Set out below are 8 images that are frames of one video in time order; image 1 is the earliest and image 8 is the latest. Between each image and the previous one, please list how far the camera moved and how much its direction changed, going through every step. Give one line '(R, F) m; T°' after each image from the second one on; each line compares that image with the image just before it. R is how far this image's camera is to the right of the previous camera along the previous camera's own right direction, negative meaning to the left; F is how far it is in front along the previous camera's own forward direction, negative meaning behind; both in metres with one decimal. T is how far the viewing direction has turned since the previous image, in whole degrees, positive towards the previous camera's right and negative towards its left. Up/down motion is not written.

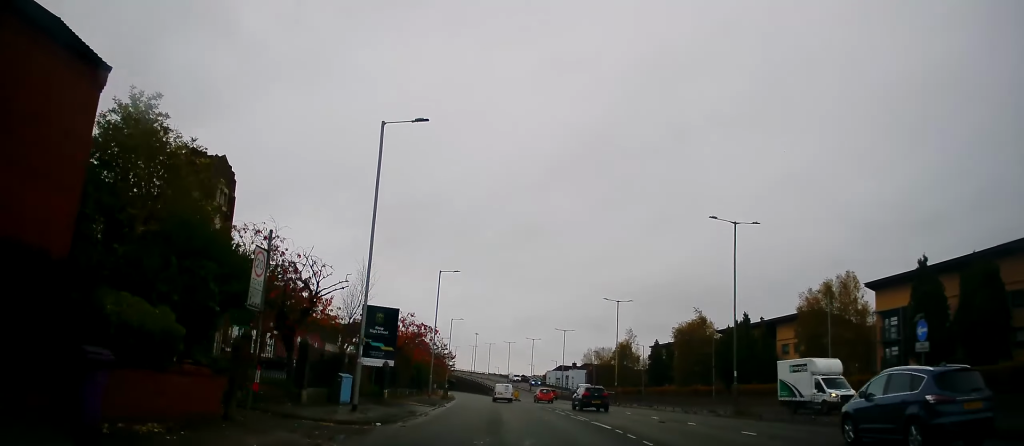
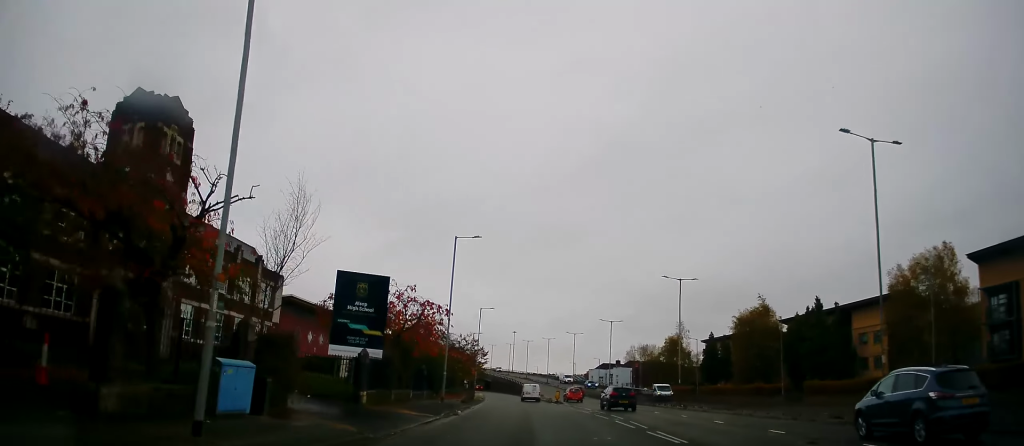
(-0.2, +11.4) m; -1°
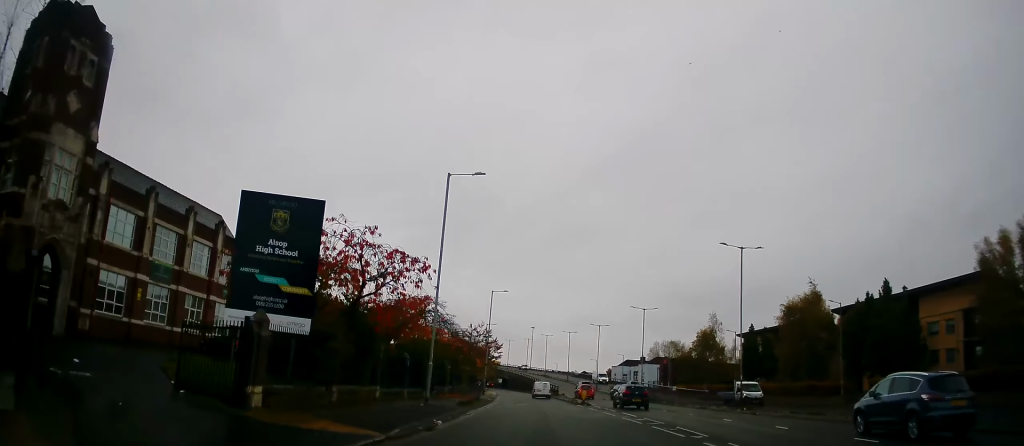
(-0.1, +10.8) m; -2°
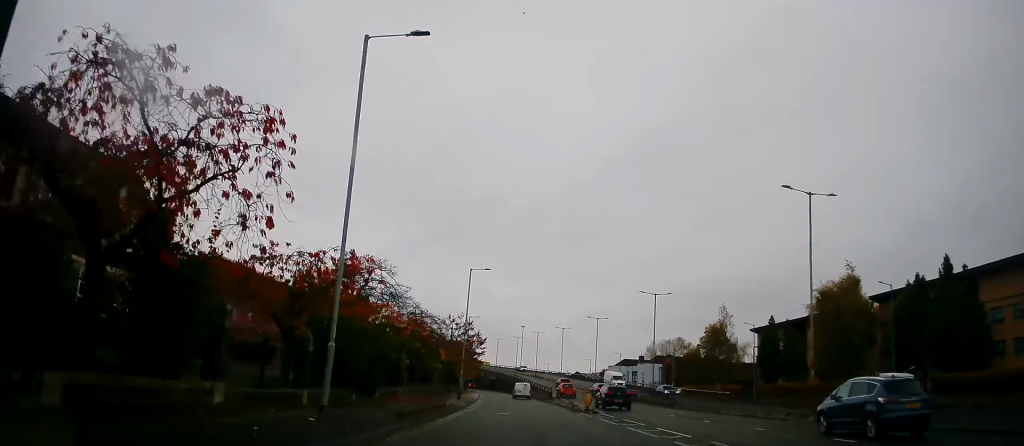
(-0.2, +11.6) m; -2°
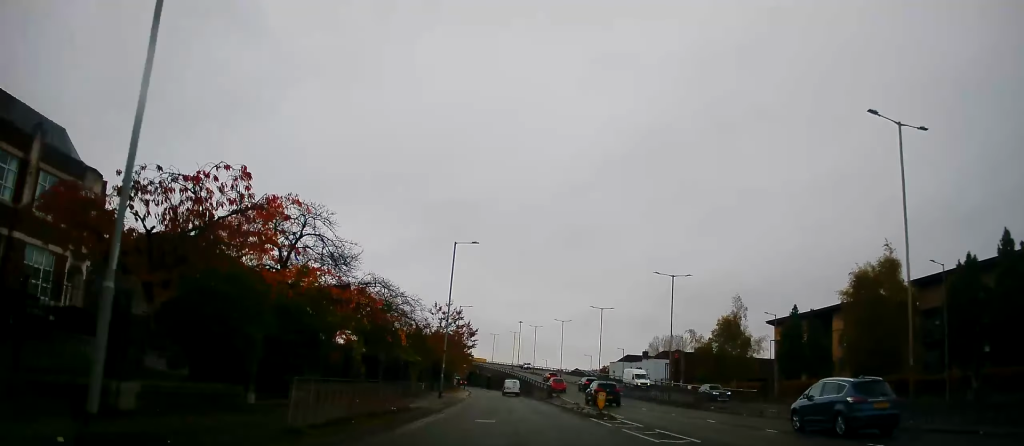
(-0.1, +8.1) m; -1°
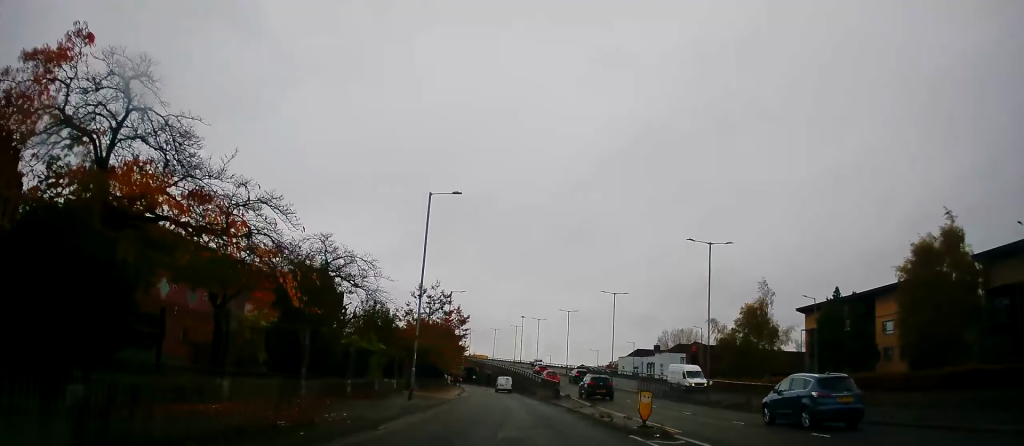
(0.0, +9.7) m; 0°
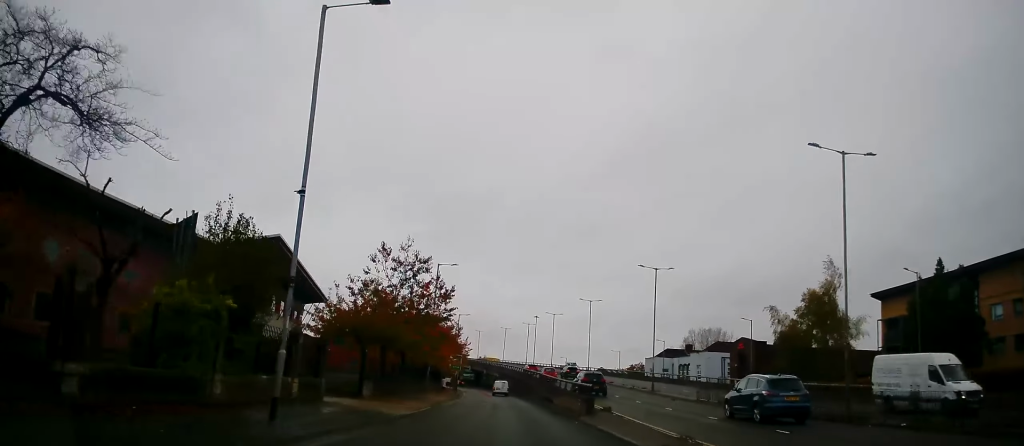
(0.0, +16.0) m; +1°
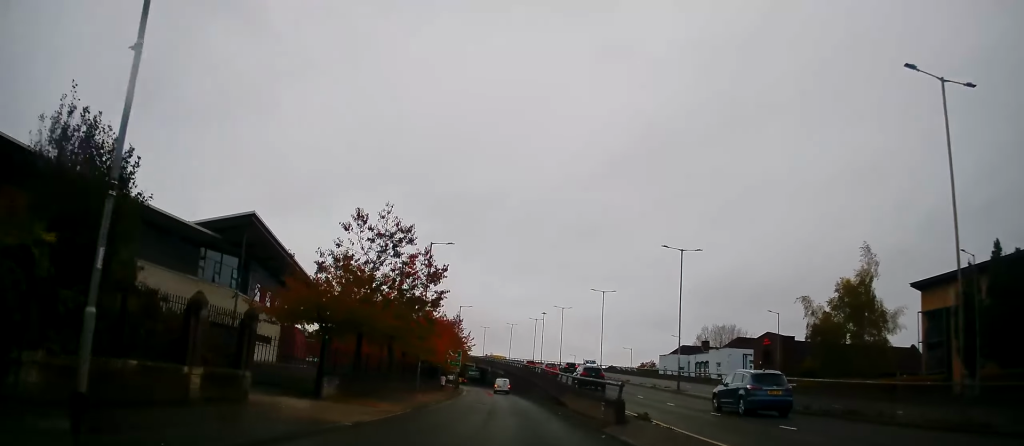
(+0.3, +6.4) m; -1°
